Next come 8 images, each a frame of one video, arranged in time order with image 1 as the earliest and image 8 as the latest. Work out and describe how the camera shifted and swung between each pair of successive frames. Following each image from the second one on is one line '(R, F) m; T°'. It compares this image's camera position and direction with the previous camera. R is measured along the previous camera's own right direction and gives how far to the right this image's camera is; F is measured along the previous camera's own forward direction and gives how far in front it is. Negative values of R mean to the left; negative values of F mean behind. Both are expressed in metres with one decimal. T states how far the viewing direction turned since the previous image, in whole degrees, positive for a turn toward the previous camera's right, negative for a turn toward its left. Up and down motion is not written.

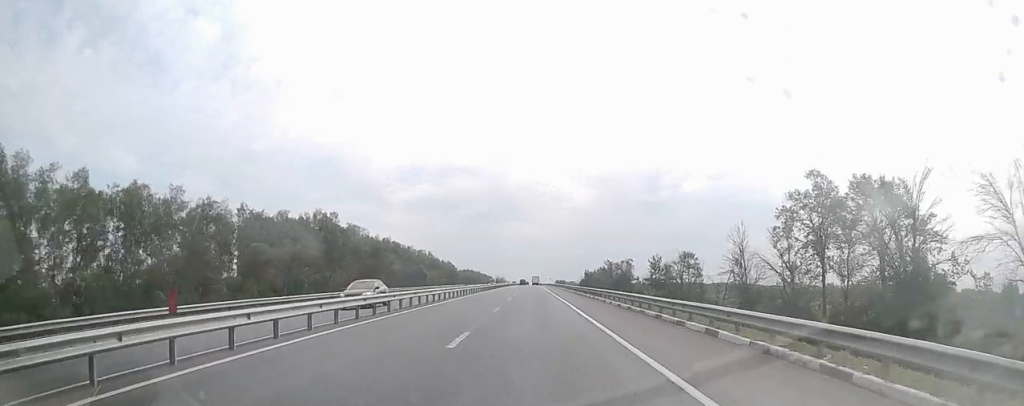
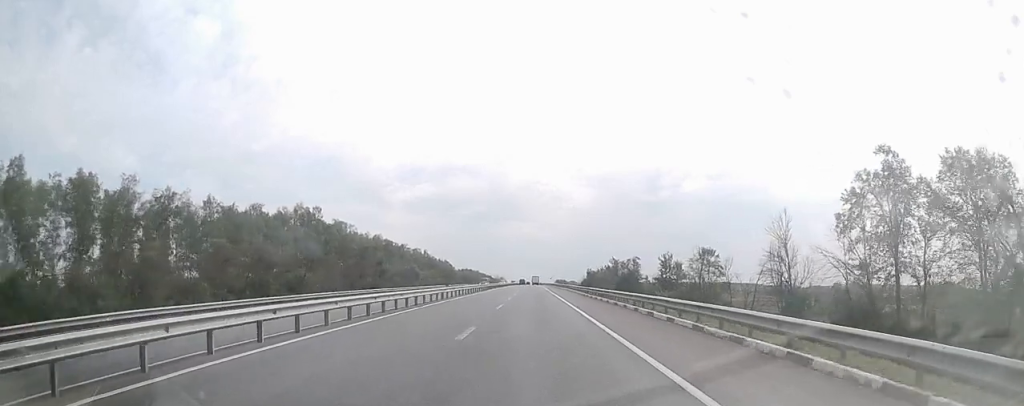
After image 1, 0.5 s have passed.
(0.0, +10.9) m; 0°
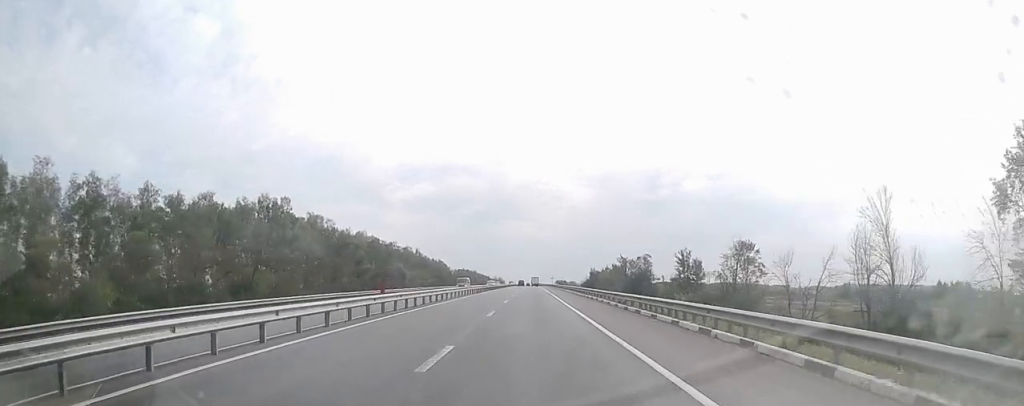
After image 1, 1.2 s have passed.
(0.0, +15.9) m; 0°
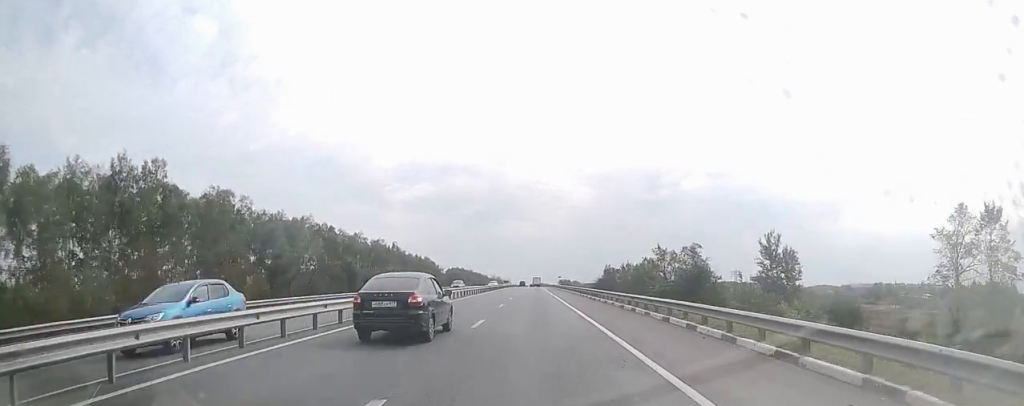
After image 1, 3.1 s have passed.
(0.0, +41.0) m; 0°
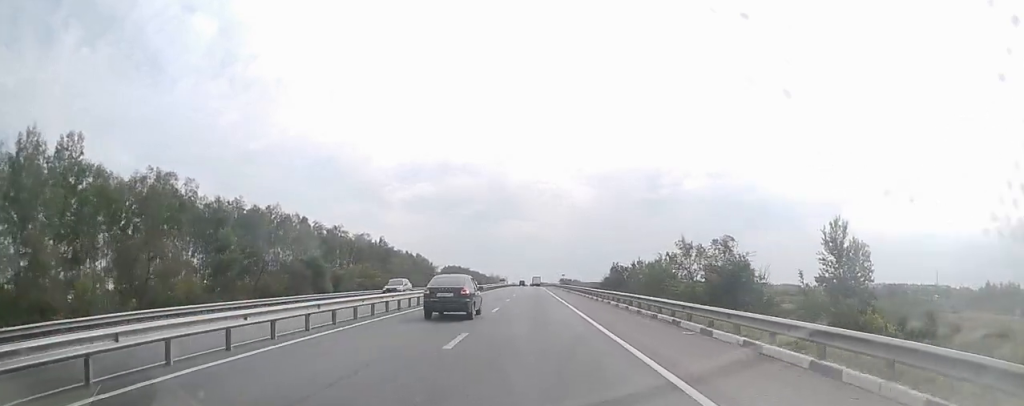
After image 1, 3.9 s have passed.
(0.0, +16.5) m; 0°
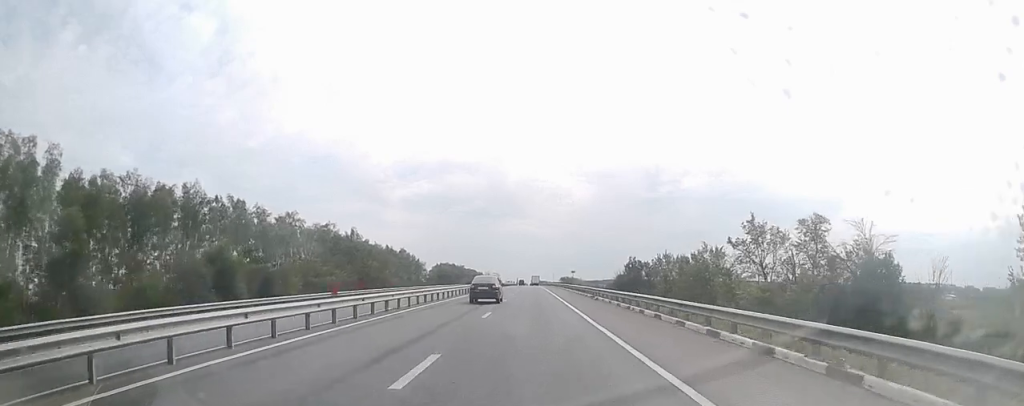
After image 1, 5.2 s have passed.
(0.0, +27.9) m; -1°
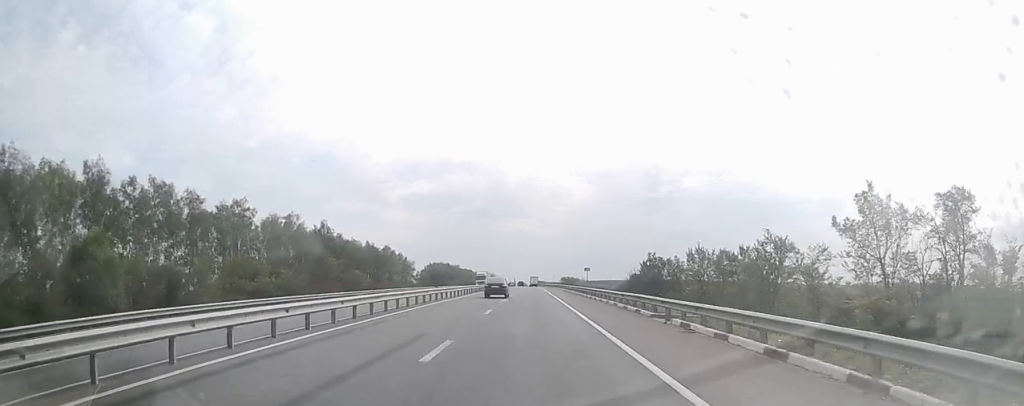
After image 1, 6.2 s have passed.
(-0.4, +22.0) m; +1°
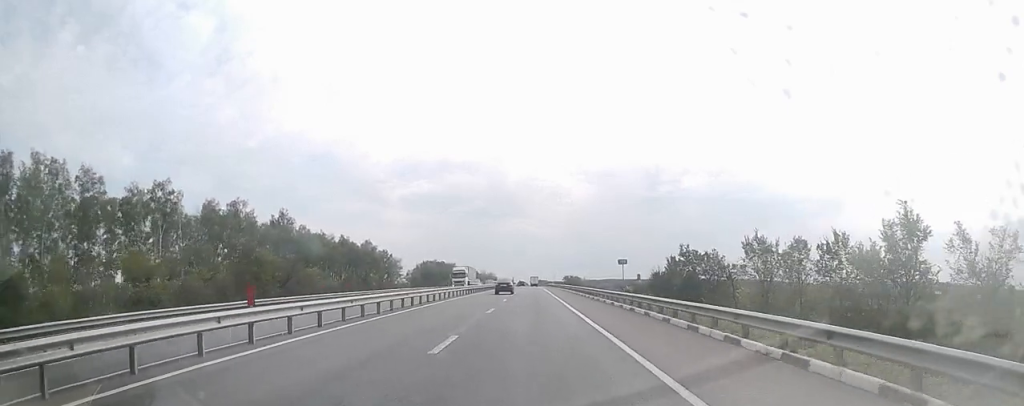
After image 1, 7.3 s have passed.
(+0.6, +23.1) m; +1°
